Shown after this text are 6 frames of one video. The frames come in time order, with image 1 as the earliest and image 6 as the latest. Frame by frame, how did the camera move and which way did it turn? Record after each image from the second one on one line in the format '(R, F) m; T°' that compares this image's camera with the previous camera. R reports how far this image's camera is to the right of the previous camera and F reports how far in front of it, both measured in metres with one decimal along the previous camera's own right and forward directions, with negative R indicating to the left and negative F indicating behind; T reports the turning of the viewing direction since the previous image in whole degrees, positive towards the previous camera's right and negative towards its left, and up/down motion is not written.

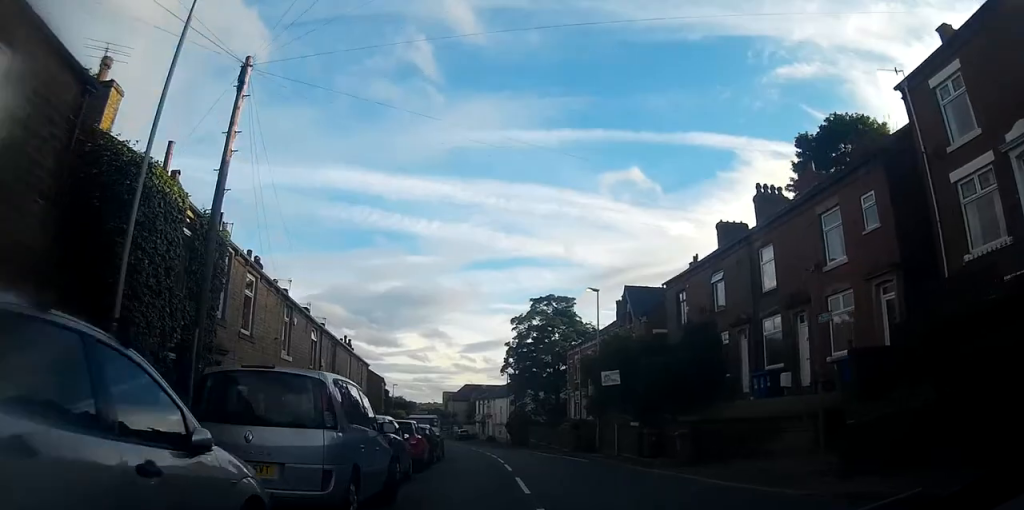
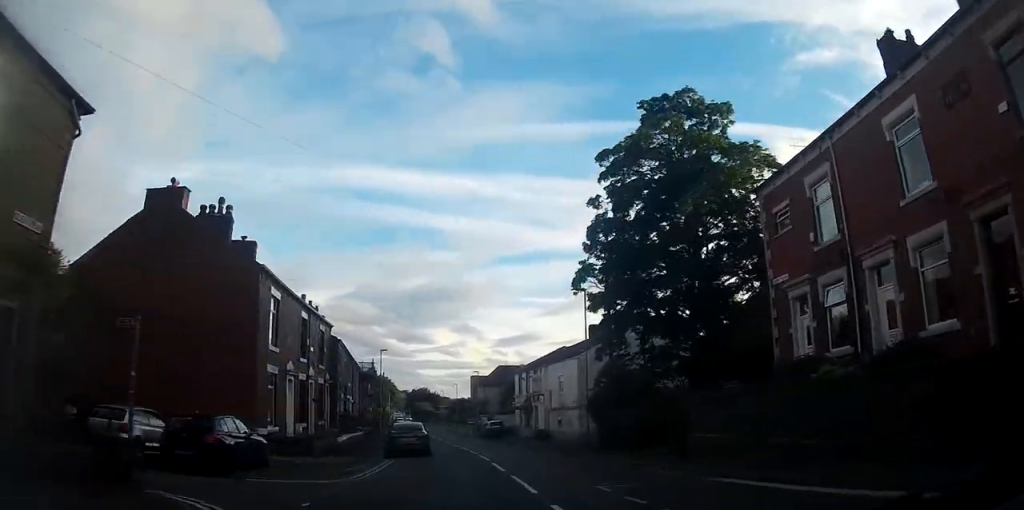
(-0.2, +37.4) m; -2°
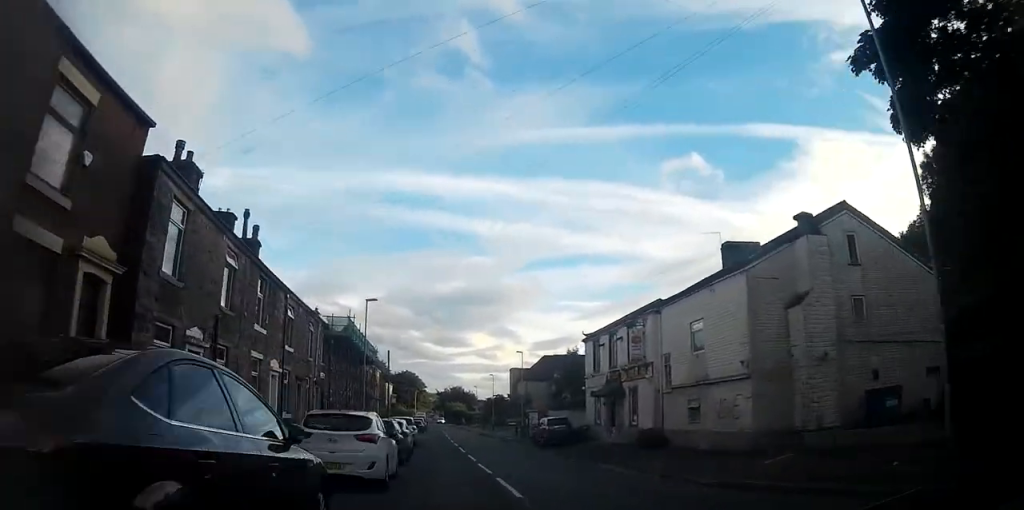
(-0.8, +24.2) m; -3°
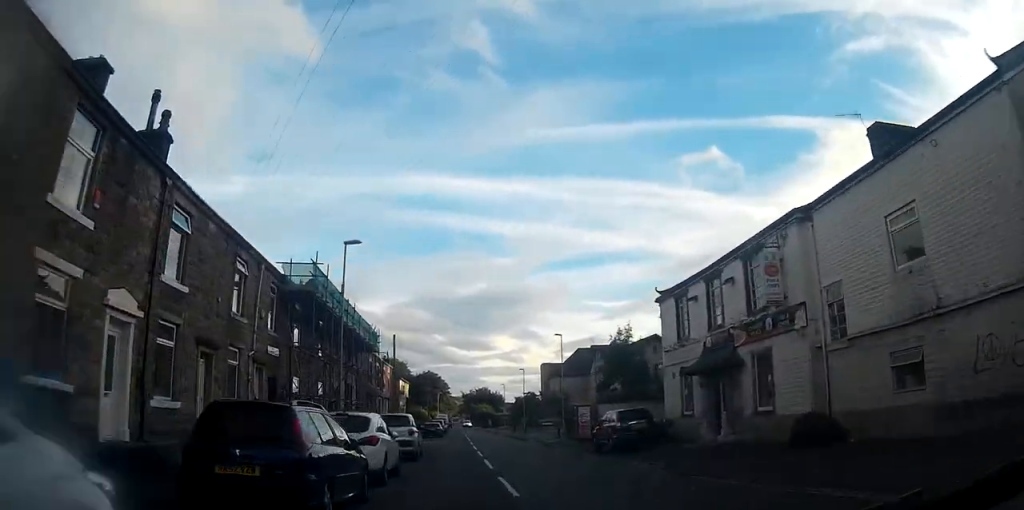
(-0.1, +12.0) m; -1°
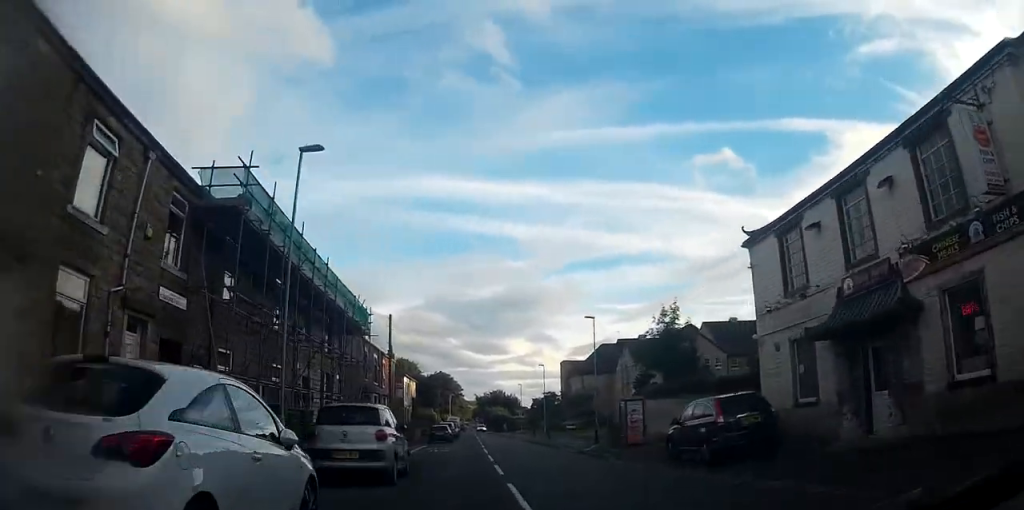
(-0.1, +8.7) m; -1°
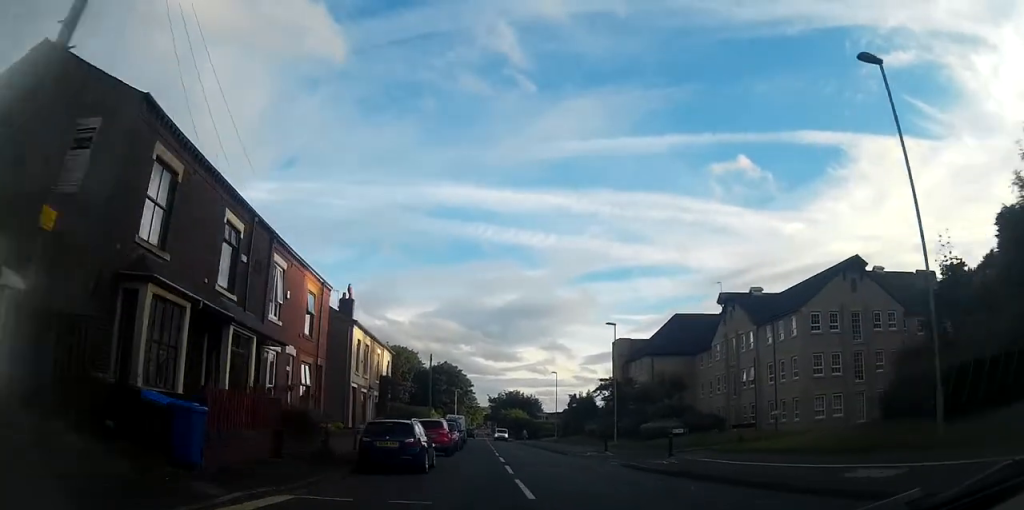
(-0.7, +31.8) m; -2°
